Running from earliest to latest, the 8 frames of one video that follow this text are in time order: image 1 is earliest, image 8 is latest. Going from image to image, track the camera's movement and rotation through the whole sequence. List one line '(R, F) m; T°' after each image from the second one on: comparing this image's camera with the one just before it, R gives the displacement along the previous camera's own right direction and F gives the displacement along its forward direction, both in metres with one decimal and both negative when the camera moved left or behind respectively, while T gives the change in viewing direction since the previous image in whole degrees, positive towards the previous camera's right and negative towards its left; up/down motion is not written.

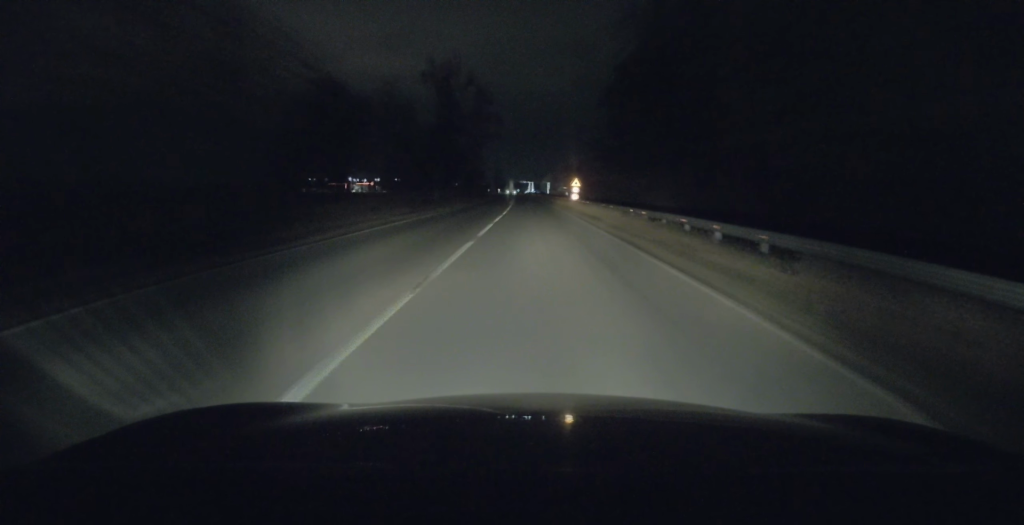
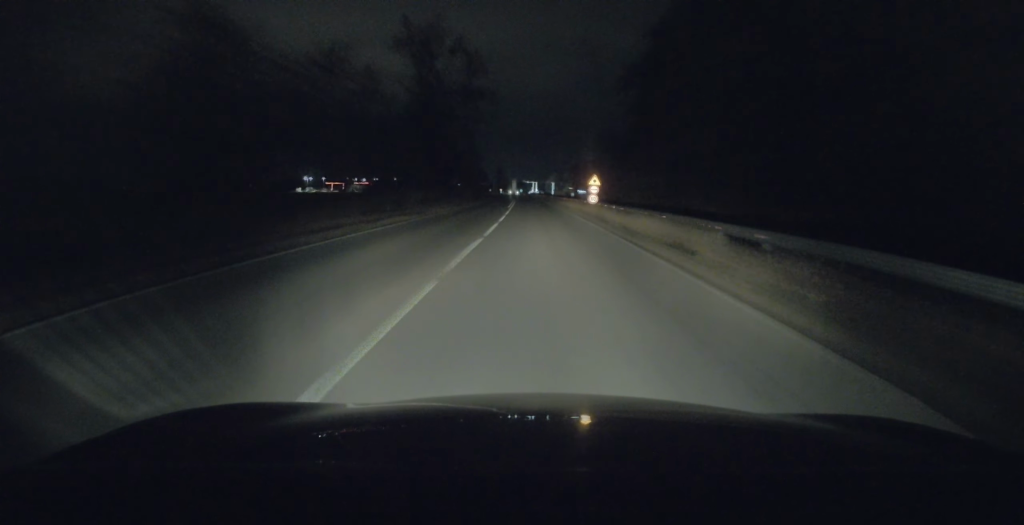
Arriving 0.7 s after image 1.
(-0.1, +15.0) m; 0°
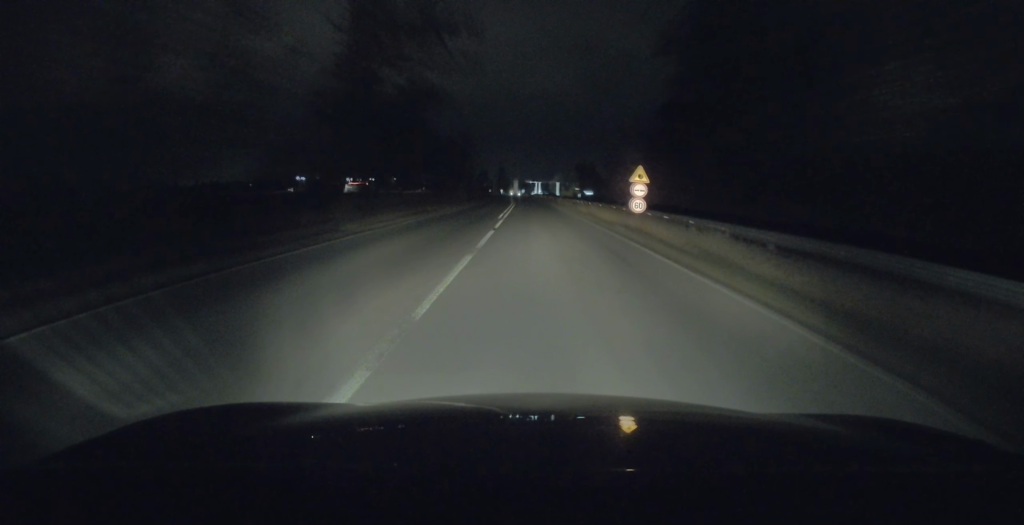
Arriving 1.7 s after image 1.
(-0.1, +19.1) m; 0°
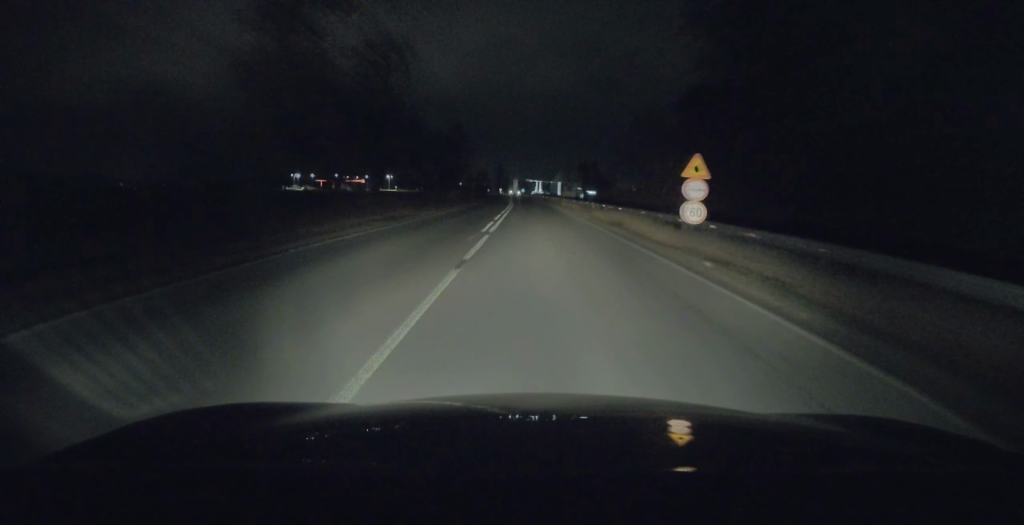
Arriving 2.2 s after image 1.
(0.0, +10.3) m; 0°
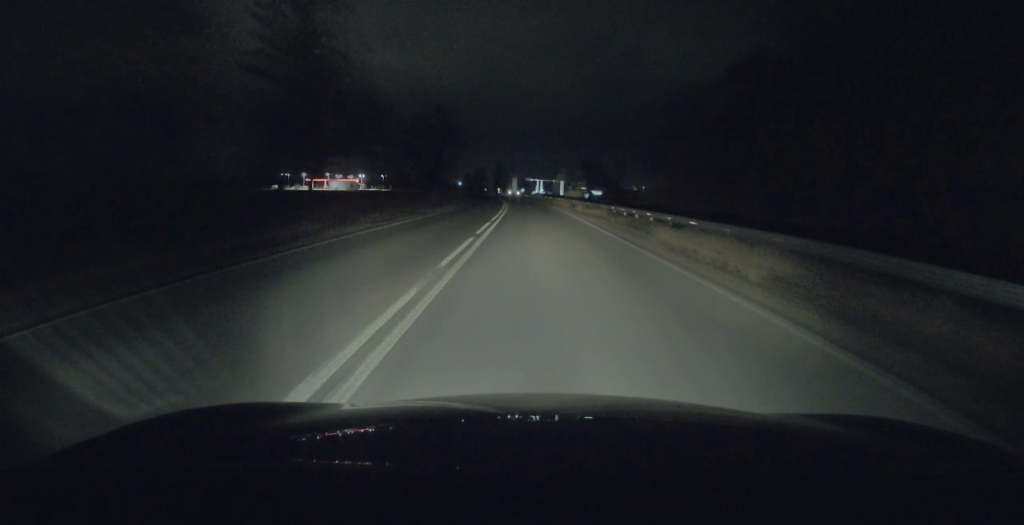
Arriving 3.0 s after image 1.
(0.0, +17.1) m; 0°
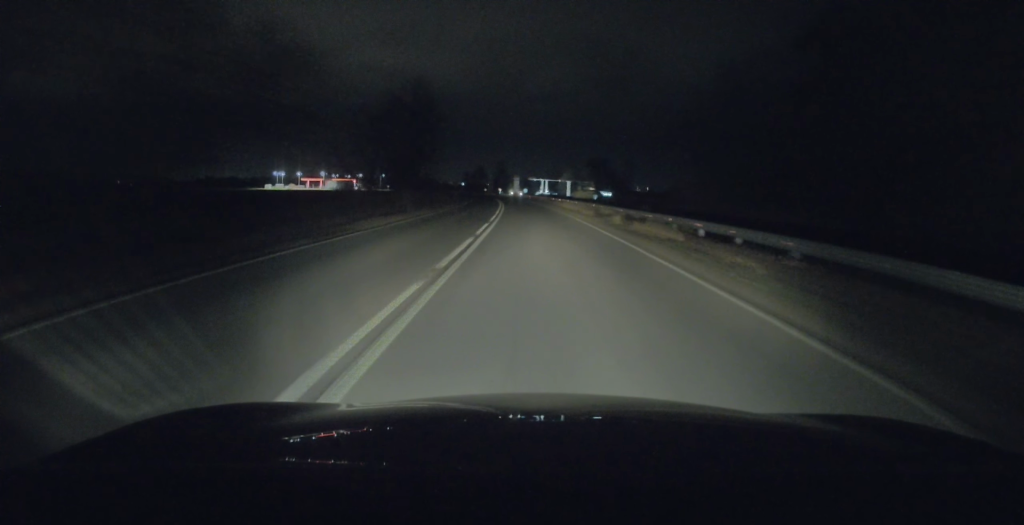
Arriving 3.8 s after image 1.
(-0.1, +15.7) m; 0°
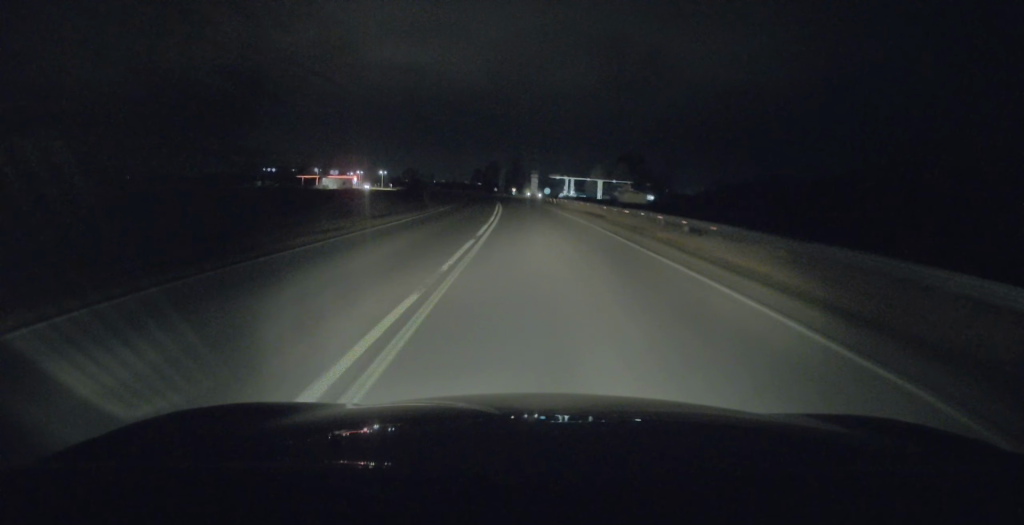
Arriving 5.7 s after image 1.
(-0.3, +39.6) m; -1°
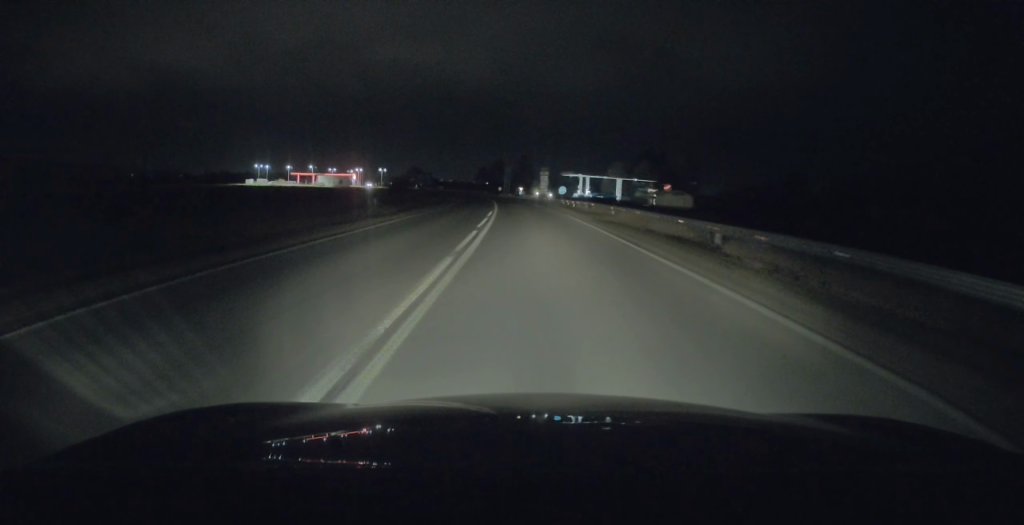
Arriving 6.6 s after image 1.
(-0.2, +19.1) m; -1°
